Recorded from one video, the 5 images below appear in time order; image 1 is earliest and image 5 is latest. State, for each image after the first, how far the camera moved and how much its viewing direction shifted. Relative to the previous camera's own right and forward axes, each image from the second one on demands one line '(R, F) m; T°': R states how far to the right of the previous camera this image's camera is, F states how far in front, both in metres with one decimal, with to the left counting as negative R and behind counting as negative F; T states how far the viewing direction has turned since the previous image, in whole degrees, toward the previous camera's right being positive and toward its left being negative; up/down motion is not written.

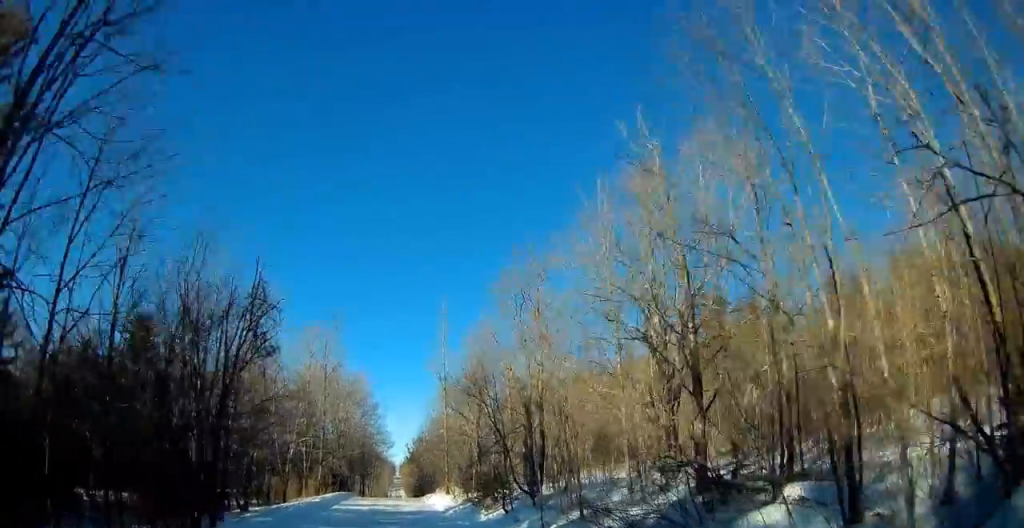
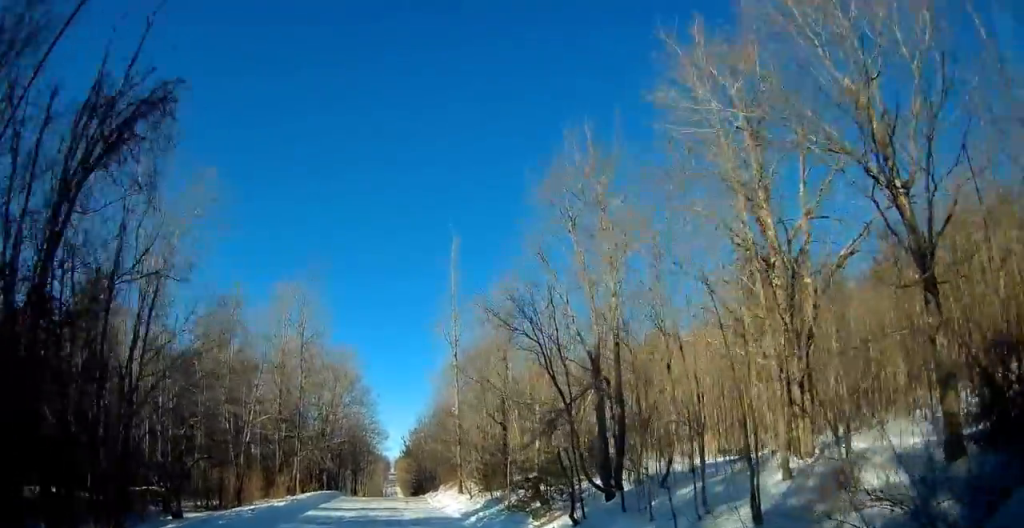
(-0.2, +9.9) m; +1°
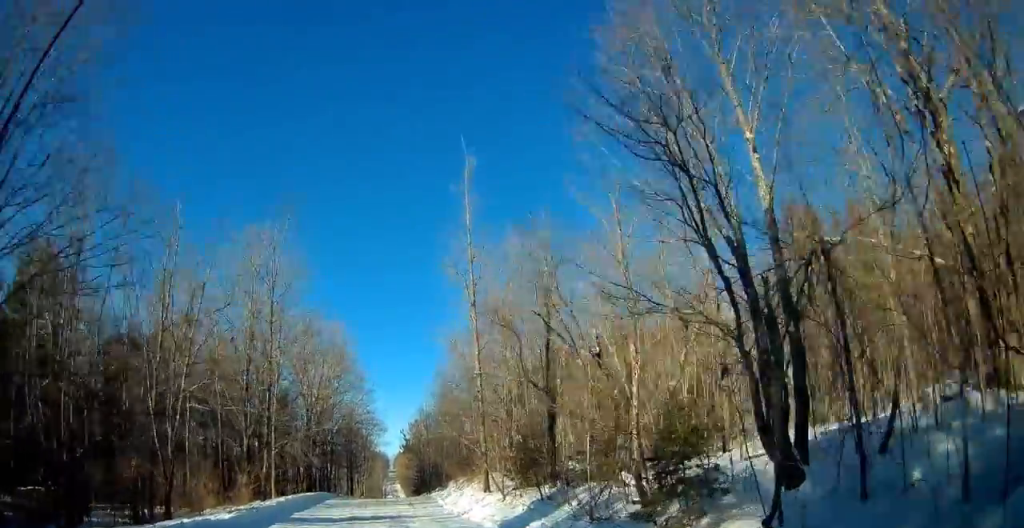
(+0.4, +8.7) m; +2°
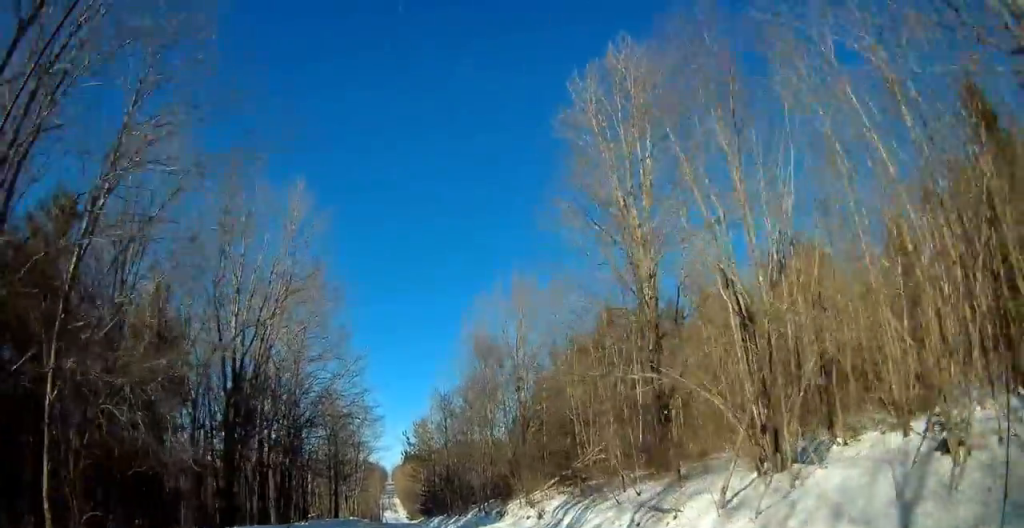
(-0.1, +23.3) m; -1°
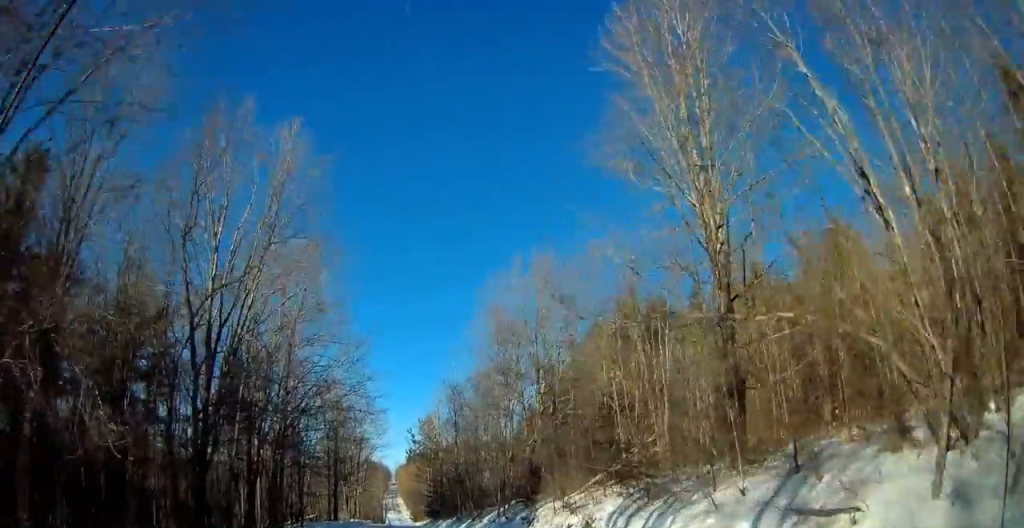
(0.0, +4.2) m; 0°
